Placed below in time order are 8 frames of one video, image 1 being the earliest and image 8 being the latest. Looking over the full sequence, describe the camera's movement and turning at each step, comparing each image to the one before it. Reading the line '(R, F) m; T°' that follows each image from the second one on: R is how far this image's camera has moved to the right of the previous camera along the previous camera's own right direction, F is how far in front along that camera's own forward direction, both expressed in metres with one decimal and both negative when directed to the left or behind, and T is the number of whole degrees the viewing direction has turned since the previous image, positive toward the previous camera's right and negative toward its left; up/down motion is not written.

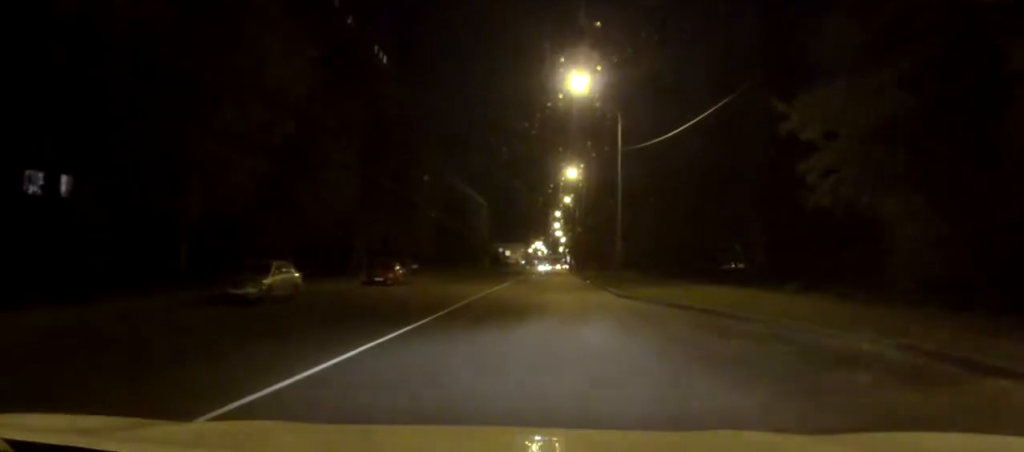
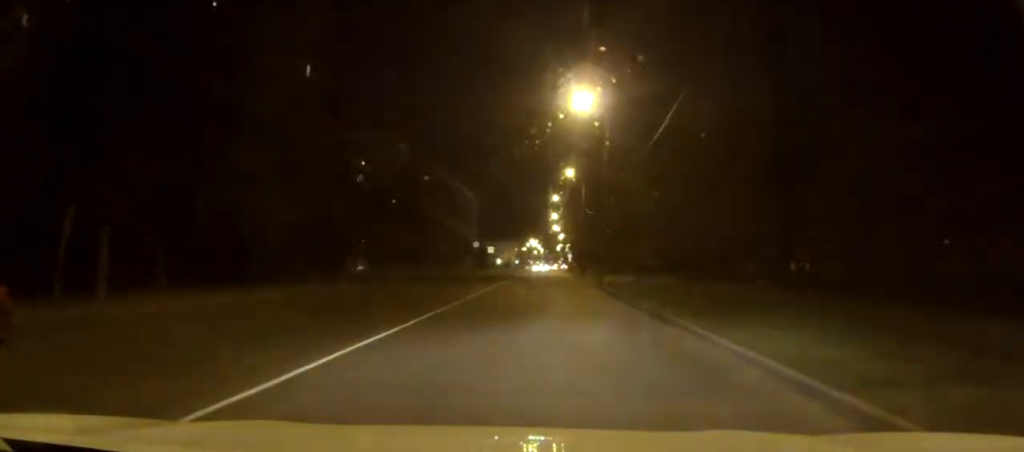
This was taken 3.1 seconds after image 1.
(+0.3, +36.9) m; +2°
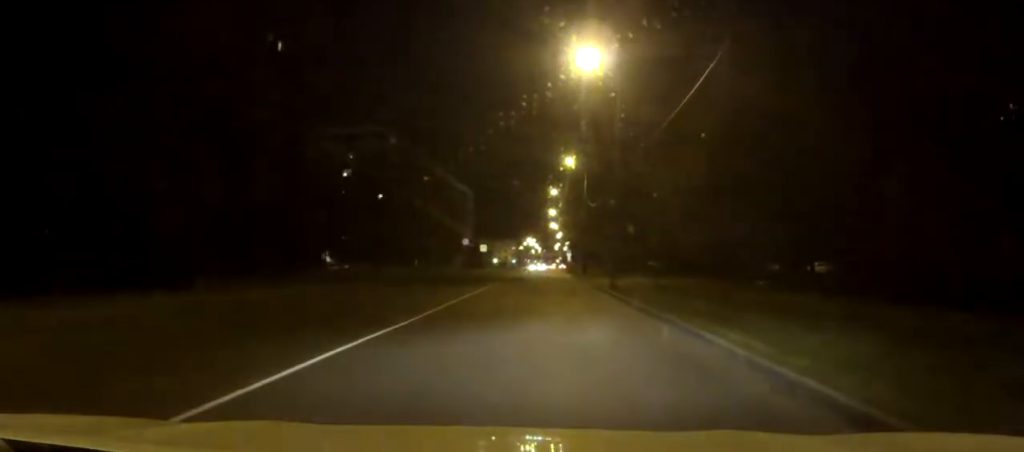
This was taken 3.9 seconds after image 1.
(+0.1, +9.6) m; 0°
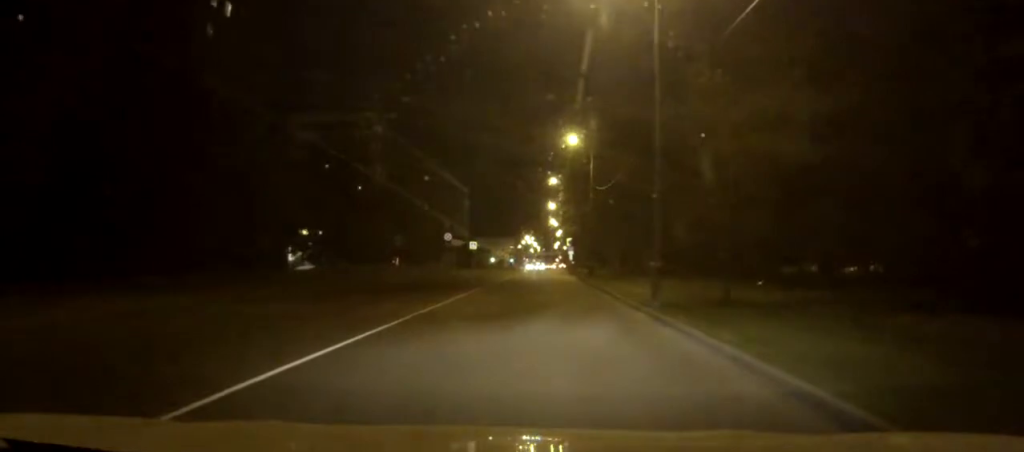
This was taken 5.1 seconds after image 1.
(-0.2, +14.2) m; -1°
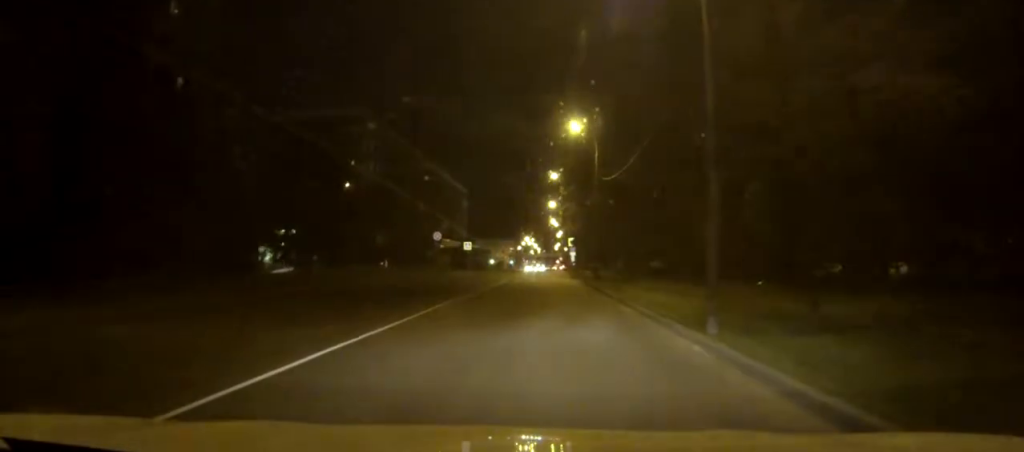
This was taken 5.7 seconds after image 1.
(+0.1, +7.3) m; -1°
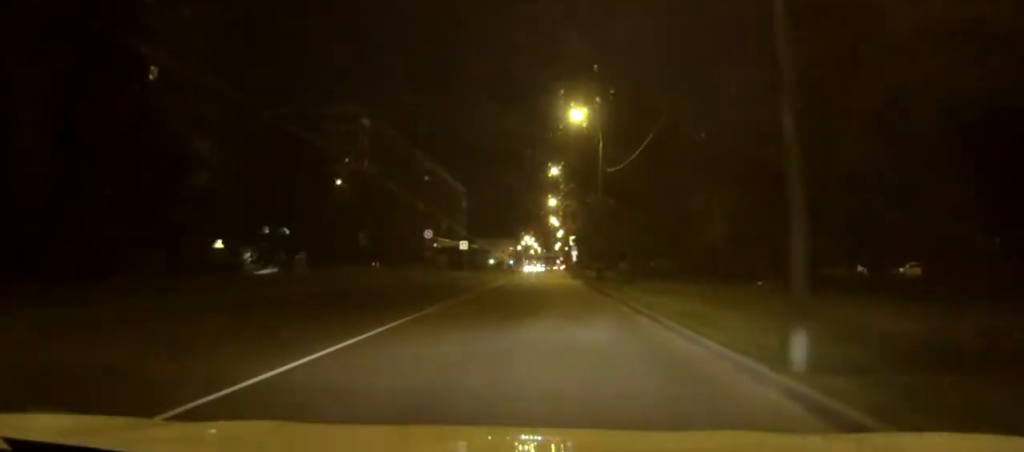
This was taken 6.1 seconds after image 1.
(-0.1, +4.7) m; -1°
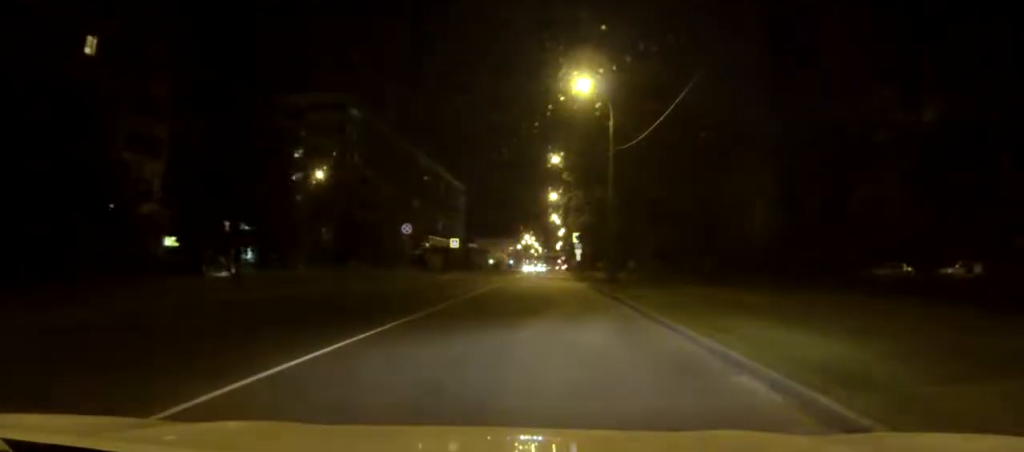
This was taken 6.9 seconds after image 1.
(-0.2, +9.3) m; -2°
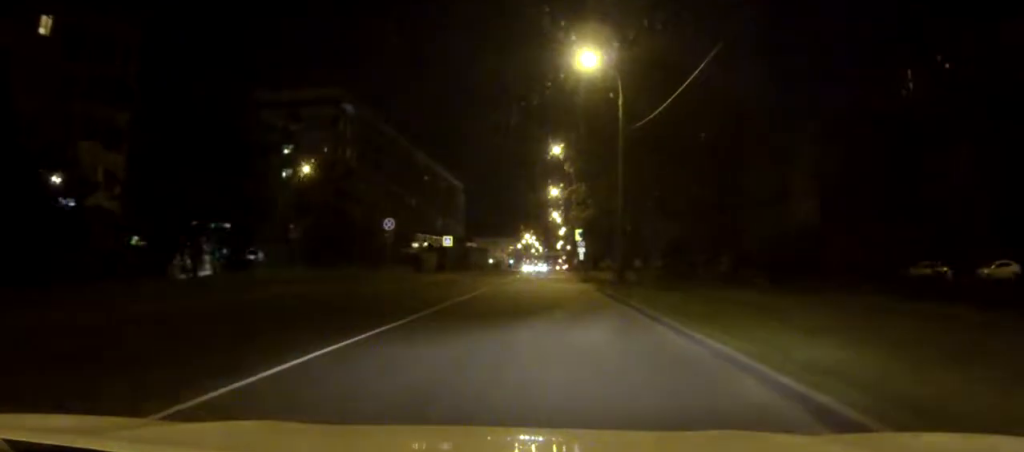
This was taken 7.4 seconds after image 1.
(-0.1, +5.7) m; 0°
